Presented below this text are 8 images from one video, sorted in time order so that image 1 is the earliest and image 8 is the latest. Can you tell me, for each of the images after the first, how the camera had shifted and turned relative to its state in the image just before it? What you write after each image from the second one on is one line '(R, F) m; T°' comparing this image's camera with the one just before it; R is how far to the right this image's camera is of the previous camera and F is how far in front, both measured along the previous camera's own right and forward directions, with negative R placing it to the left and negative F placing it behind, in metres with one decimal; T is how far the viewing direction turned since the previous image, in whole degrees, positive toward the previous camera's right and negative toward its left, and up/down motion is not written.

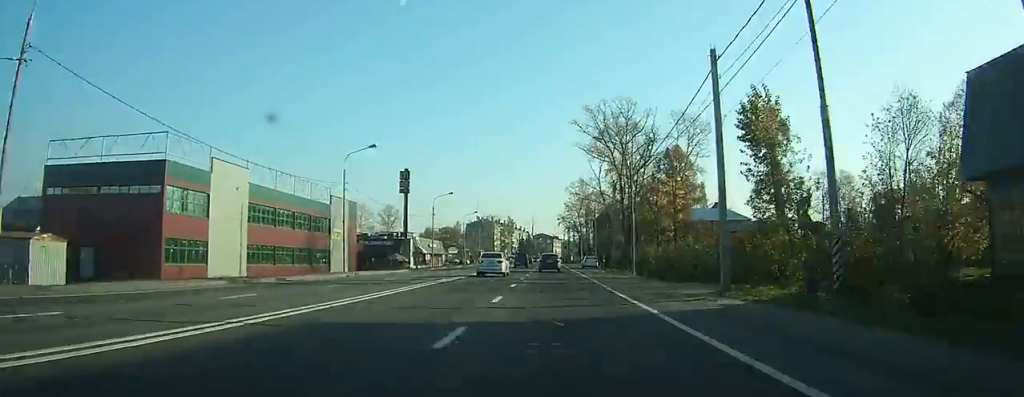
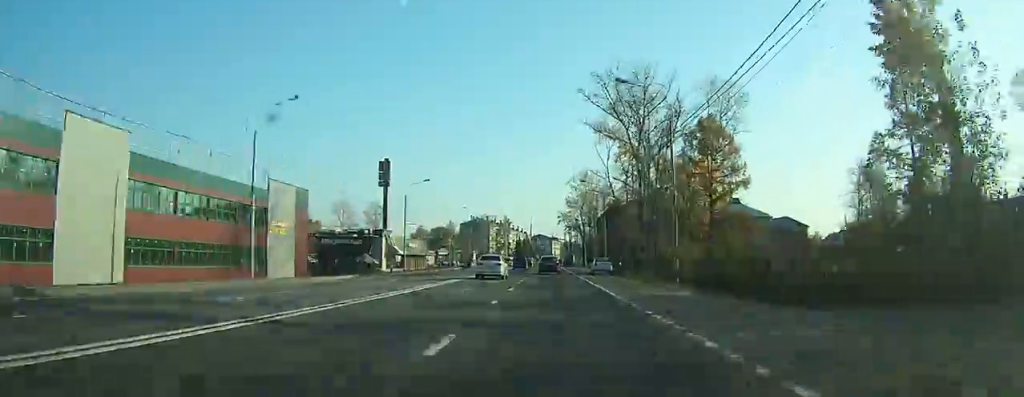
(0.0, +16.6) m; 0°
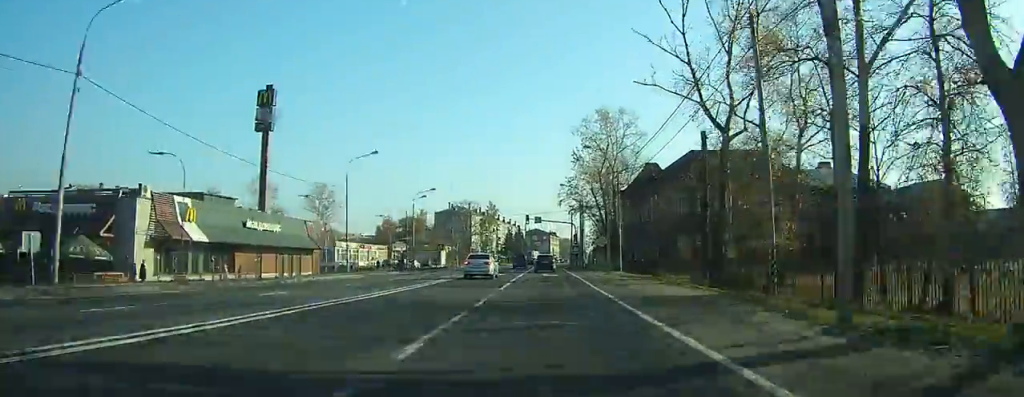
(+0.3, +52.7) m; +1°
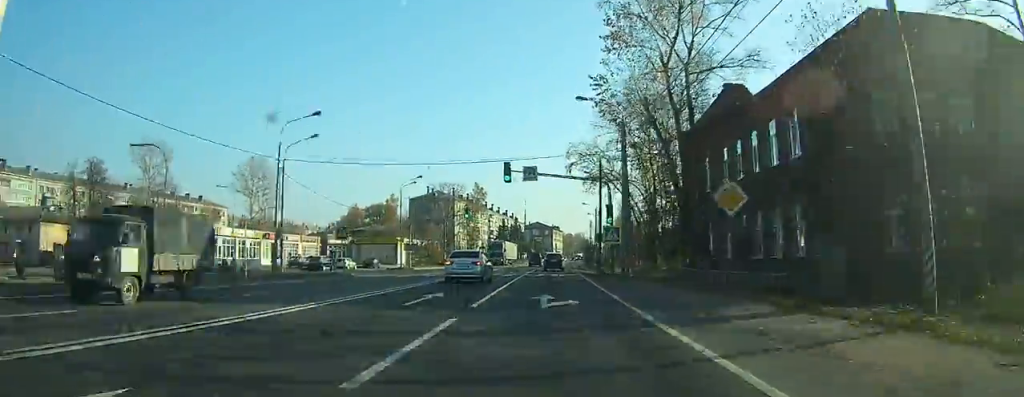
(+0.1, +41.4) m; 0°
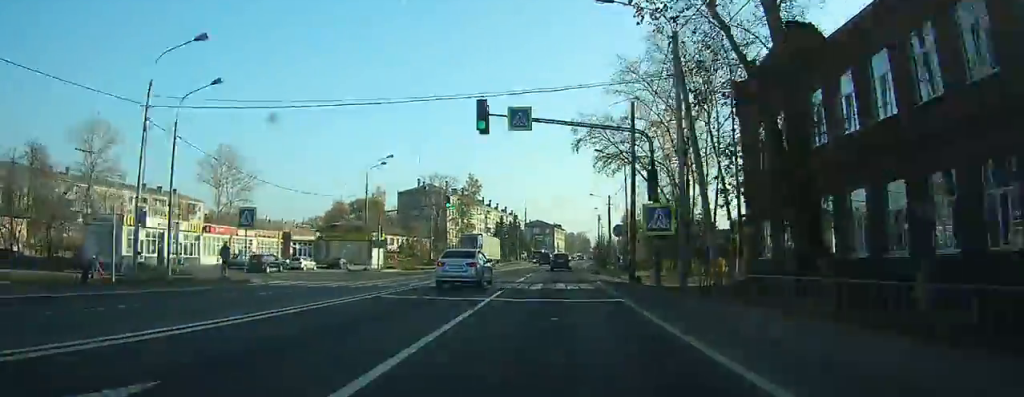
(0.0, +14.8) m; 0°
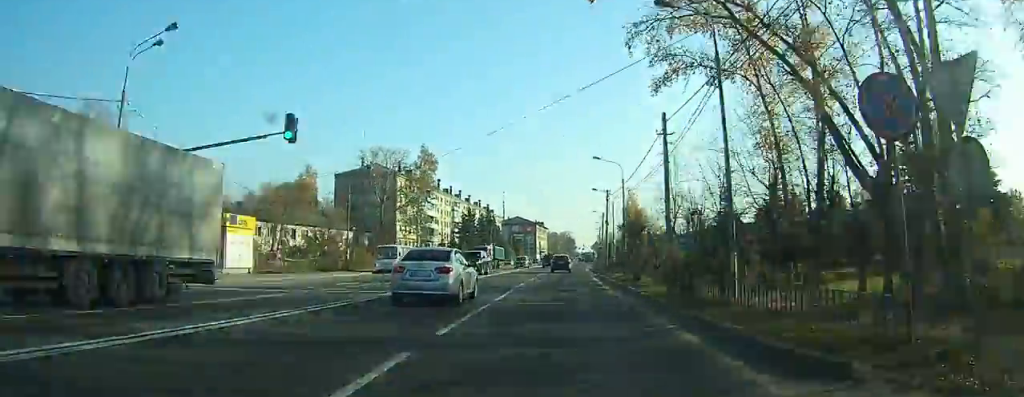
(+0.2, +35.2) m; +1°
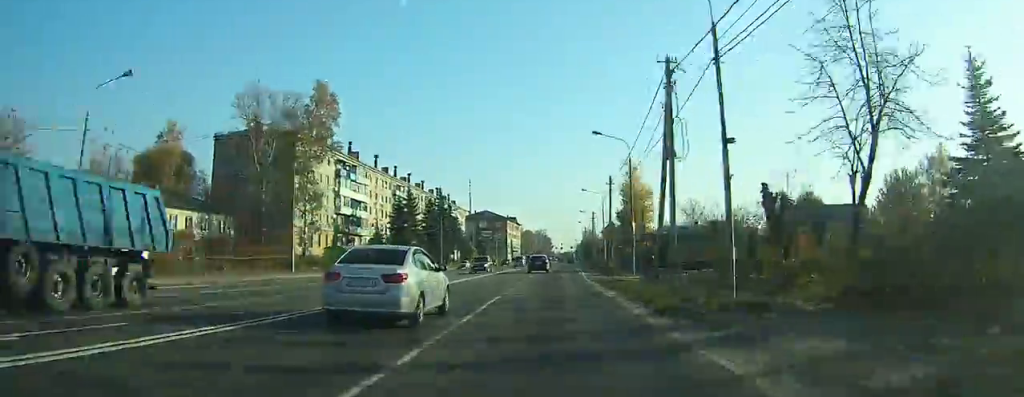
(+0.7, +37.6) m; +2°
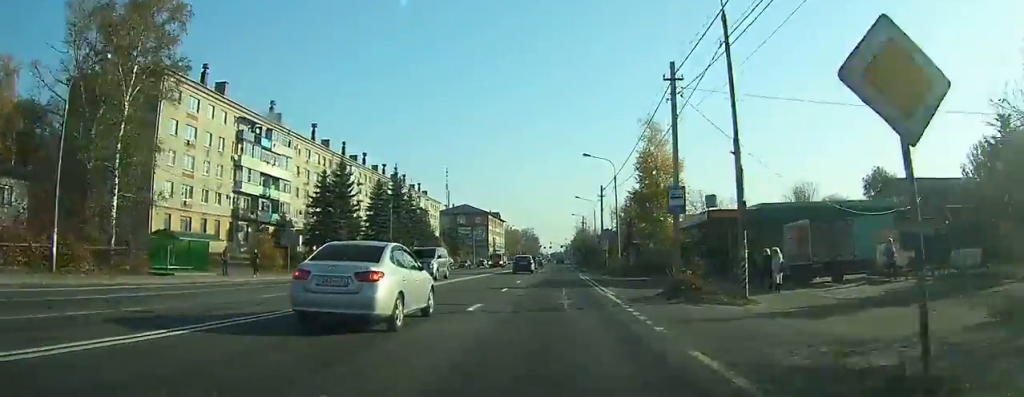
(+0.4, +27.6) m; +1°
